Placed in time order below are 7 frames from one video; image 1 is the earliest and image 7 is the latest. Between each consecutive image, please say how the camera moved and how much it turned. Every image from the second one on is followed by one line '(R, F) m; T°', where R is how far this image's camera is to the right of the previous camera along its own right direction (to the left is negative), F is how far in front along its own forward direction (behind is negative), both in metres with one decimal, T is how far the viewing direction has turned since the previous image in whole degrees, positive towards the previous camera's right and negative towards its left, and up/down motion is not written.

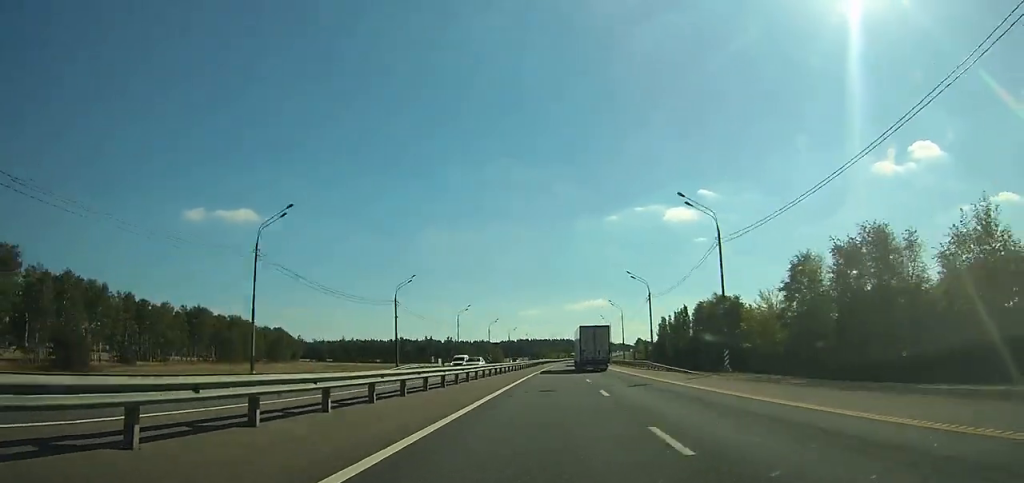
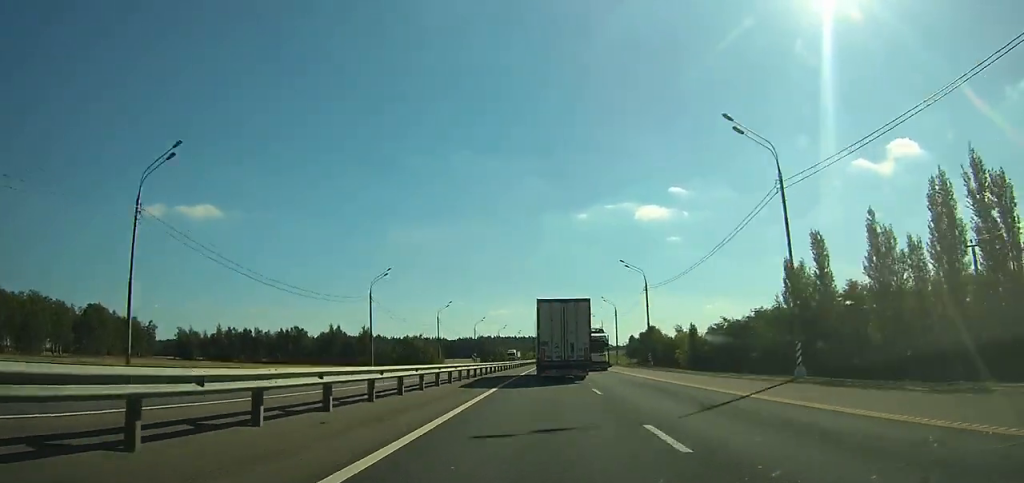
(+2.3, +116.9) m; +2°
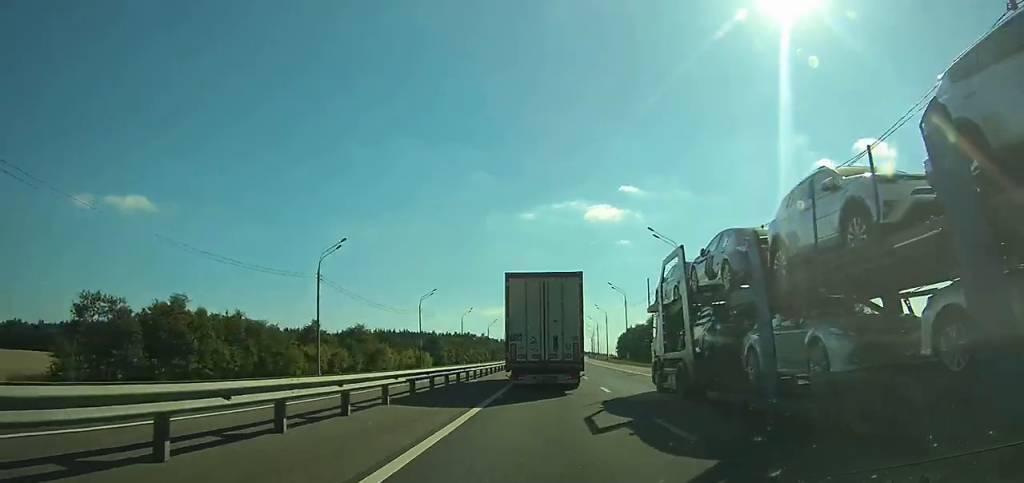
(+12.3, +238.0) m; +6°
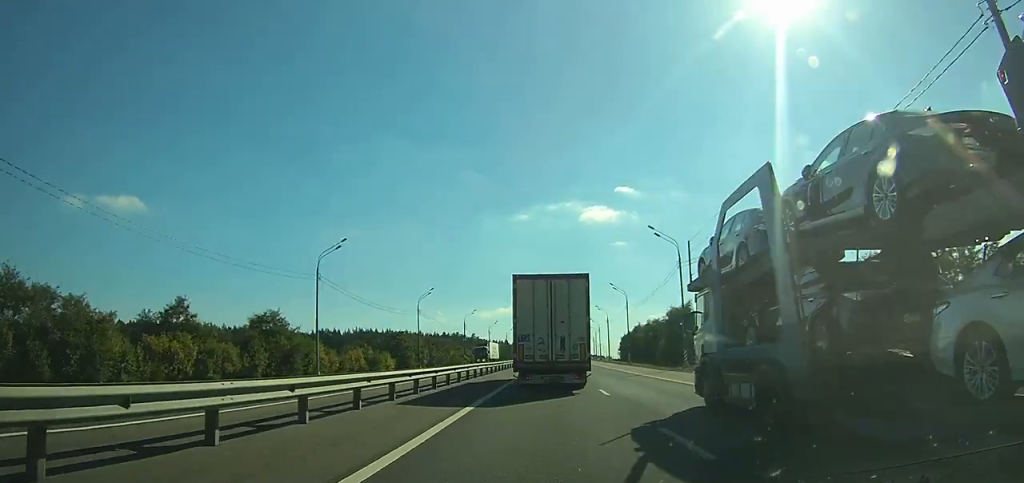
(+0.2, +35.9) m; +1°
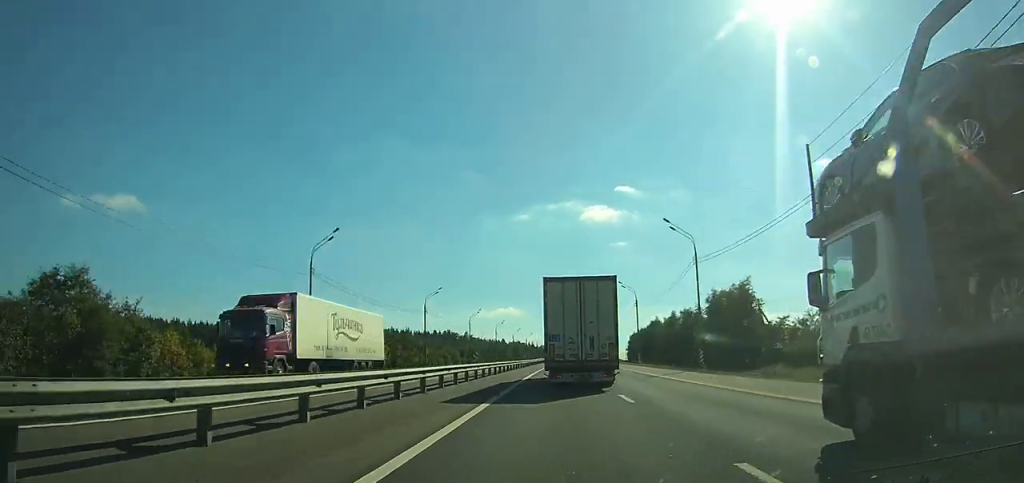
(+0.2, +39.5) m; +1°
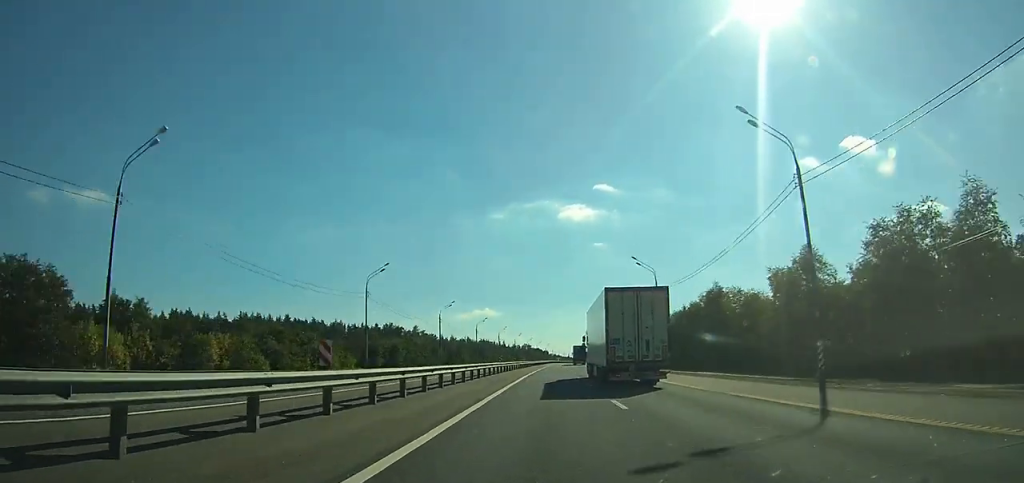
(+1.5, +101.4) m; +2°
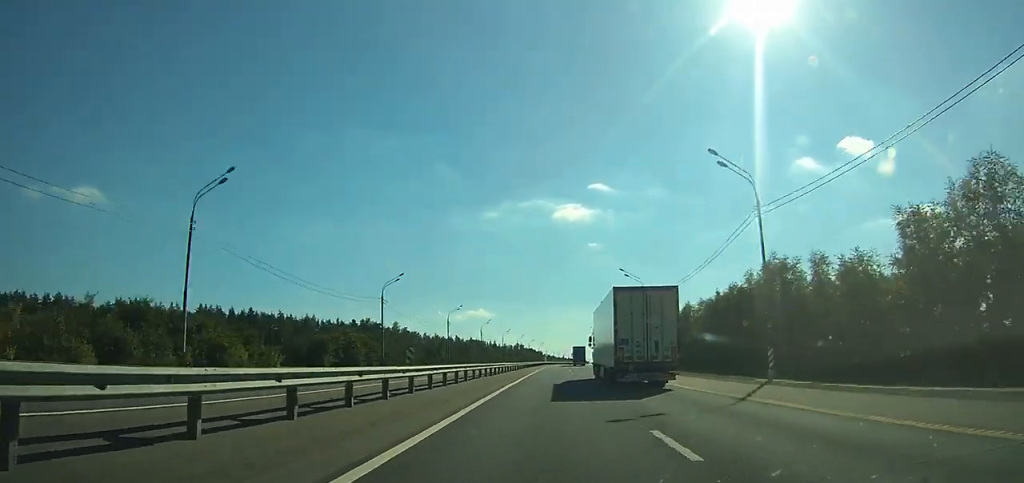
(+0.1, +31.9) m; +1°
